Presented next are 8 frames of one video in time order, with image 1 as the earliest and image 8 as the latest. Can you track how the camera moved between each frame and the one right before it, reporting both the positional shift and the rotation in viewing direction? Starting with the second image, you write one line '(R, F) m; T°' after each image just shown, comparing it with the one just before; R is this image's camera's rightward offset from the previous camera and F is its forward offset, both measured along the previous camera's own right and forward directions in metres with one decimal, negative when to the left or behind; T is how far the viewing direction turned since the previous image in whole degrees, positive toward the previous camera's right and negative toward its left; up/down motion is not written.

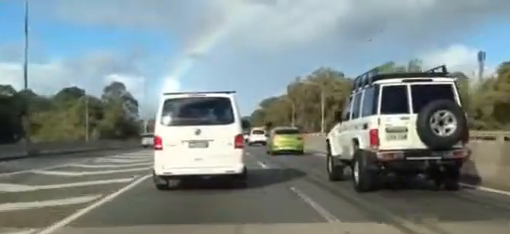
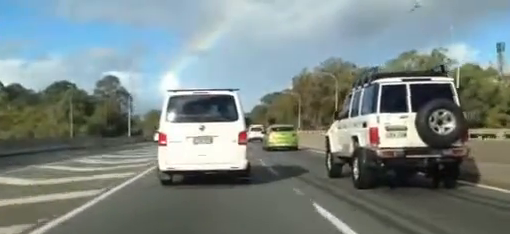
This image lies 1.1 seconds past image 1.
(+0.1, +12.8) m; +2°
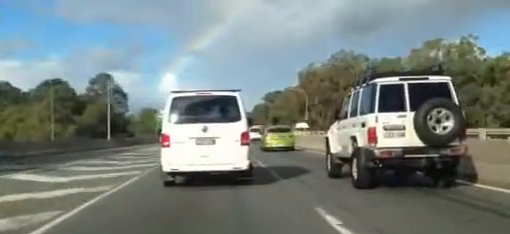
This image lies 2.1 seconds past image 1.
(+0.3, +11.9) m; +2°
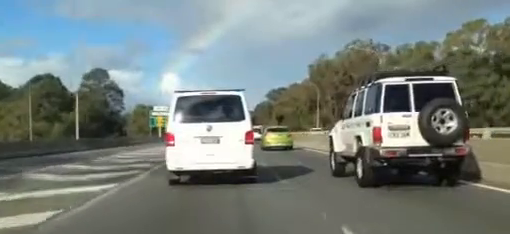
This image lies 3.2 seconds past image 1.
(+0.2, +13.6) m; 0°
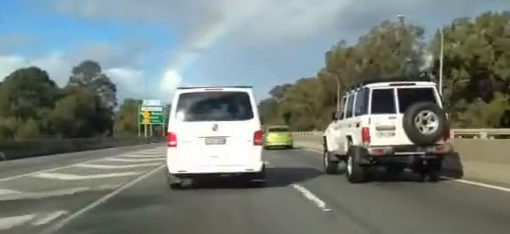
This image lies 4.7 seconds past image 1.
(-0.3, +17.9) m; +1°
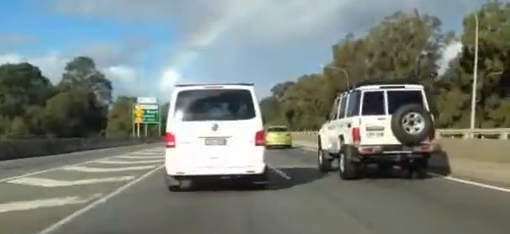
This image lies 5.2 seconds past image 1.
(+0.4, +6.6) m; -1°
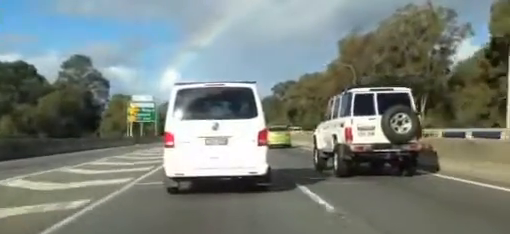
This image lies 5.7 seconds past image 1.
(+0.2, +5.3) m; -1°
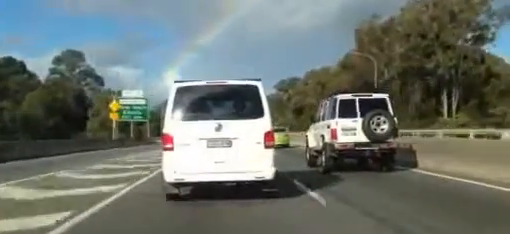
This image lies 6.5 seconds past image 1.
(-0.8, +10.4) m; -1°
